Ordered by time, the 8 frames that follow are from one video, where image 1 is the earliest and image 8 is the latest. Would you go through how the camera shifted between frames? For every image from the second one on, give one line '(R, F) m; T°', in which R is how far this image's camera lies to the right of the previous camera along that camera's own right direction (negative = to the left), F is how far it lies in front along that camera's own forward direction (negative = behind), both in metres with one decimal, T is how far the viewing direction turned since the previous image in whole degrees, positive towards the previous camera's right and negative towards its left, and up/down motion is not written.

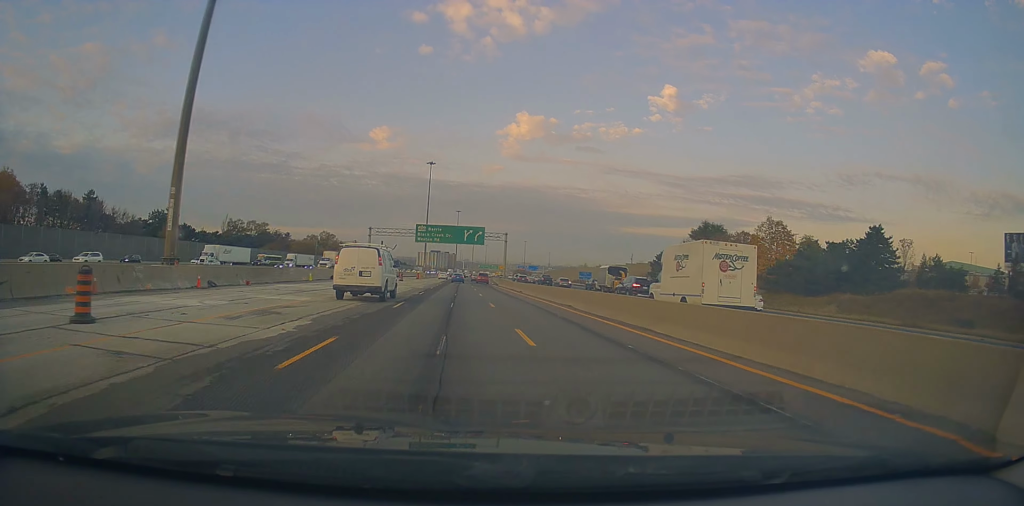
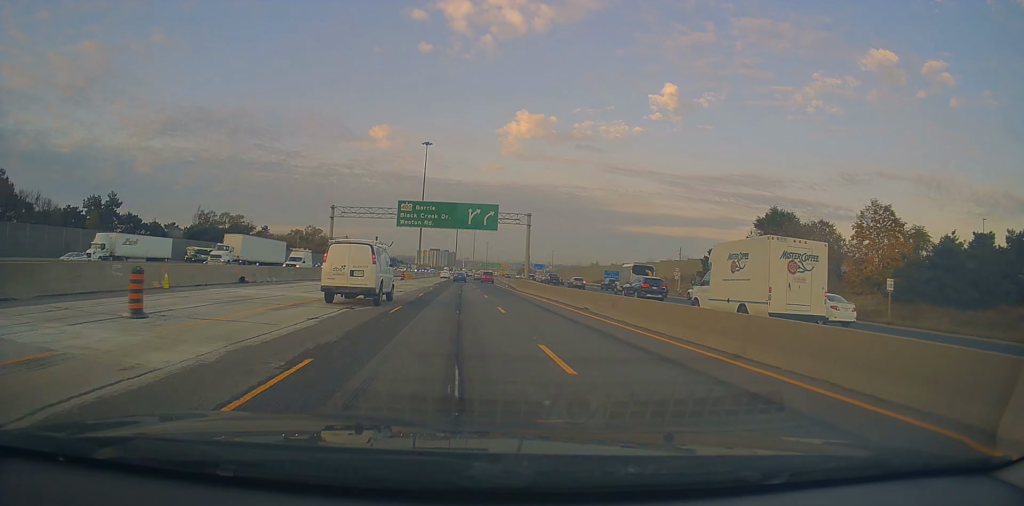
(-0.3, +26.6) m; 0°
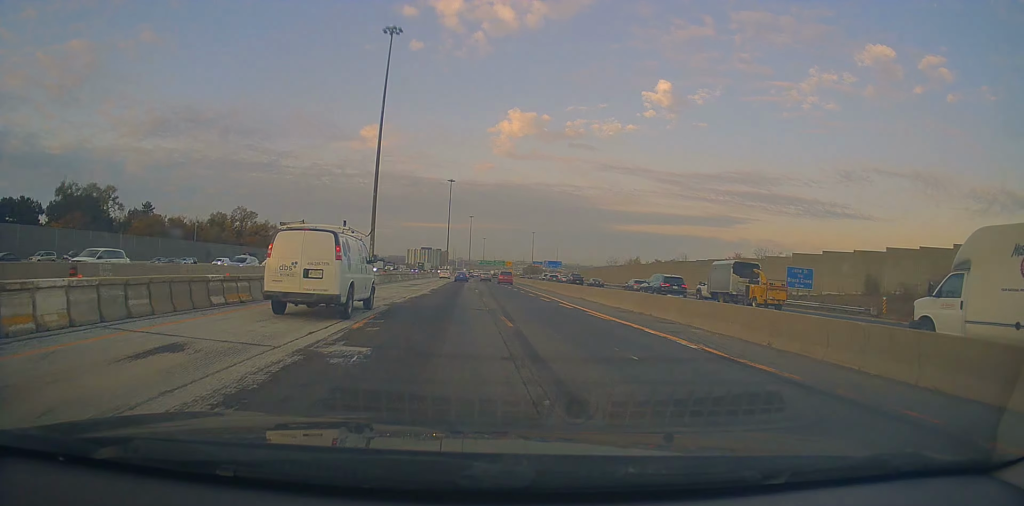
(+1.6, +76.4) m; +1°
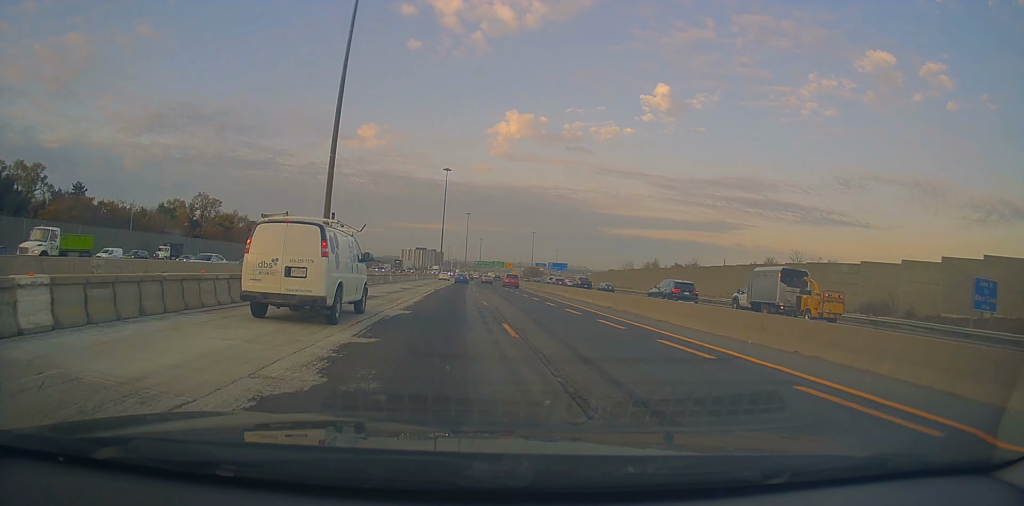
(-0.9, +25.8) m; 0°
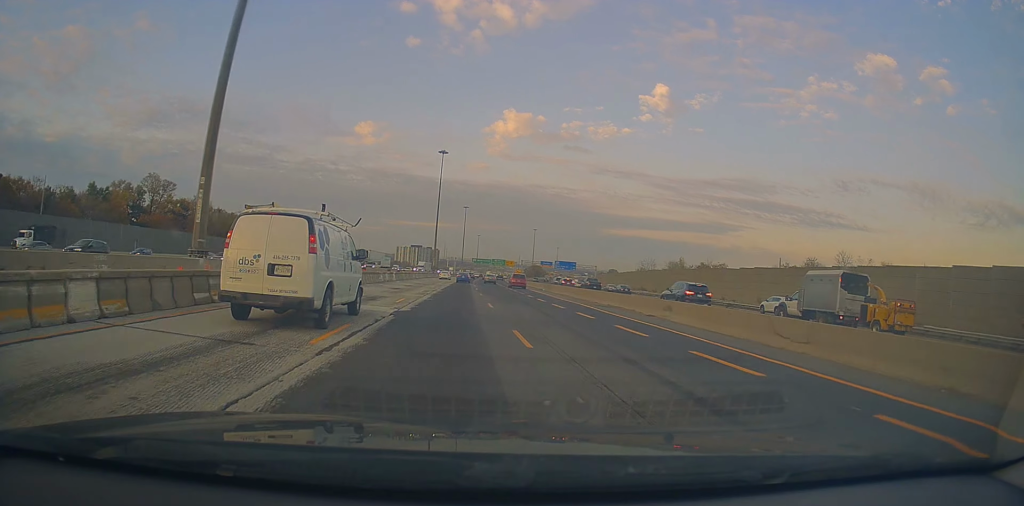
(+0.5, +25.5) m; +1°
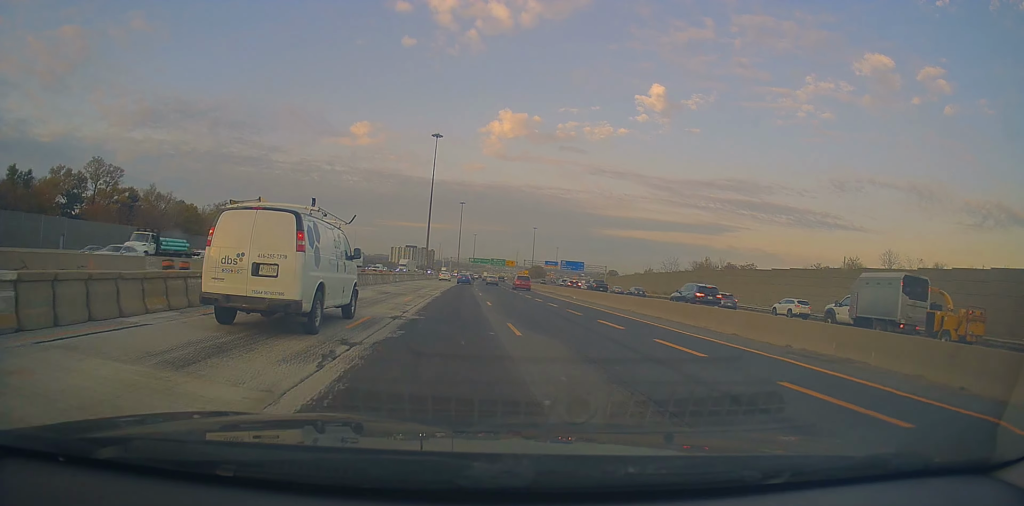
(+0.2, +21.3) m; +1°
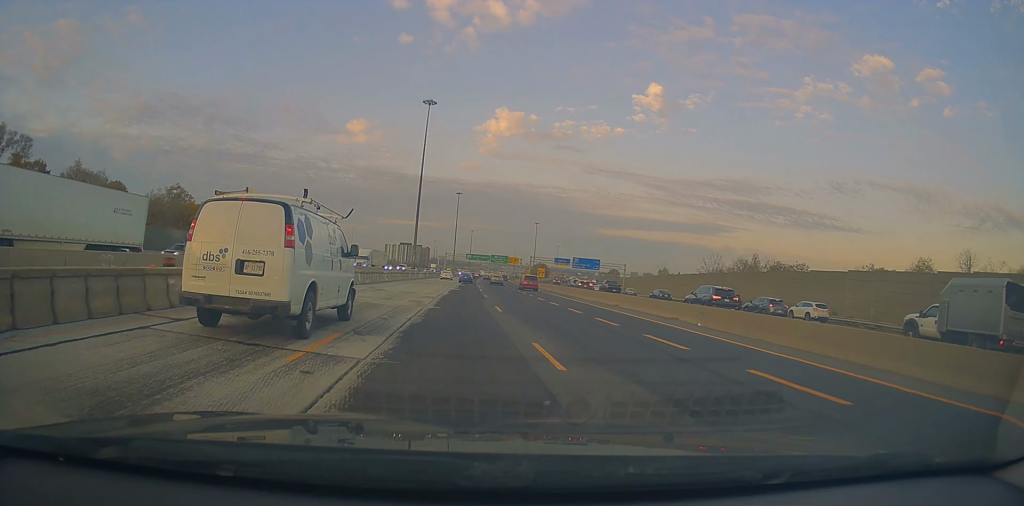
(+0.2, +28.1) m; +1°
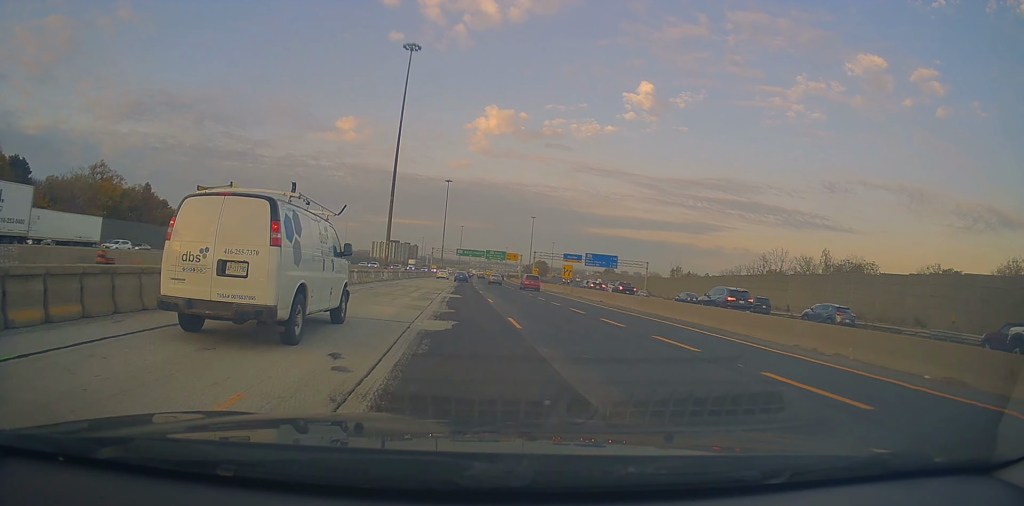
(+0.3, +29.9) m; 0°
